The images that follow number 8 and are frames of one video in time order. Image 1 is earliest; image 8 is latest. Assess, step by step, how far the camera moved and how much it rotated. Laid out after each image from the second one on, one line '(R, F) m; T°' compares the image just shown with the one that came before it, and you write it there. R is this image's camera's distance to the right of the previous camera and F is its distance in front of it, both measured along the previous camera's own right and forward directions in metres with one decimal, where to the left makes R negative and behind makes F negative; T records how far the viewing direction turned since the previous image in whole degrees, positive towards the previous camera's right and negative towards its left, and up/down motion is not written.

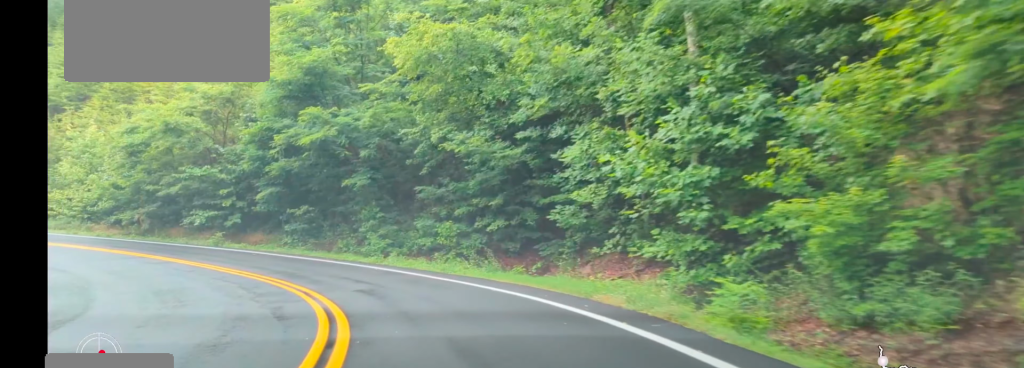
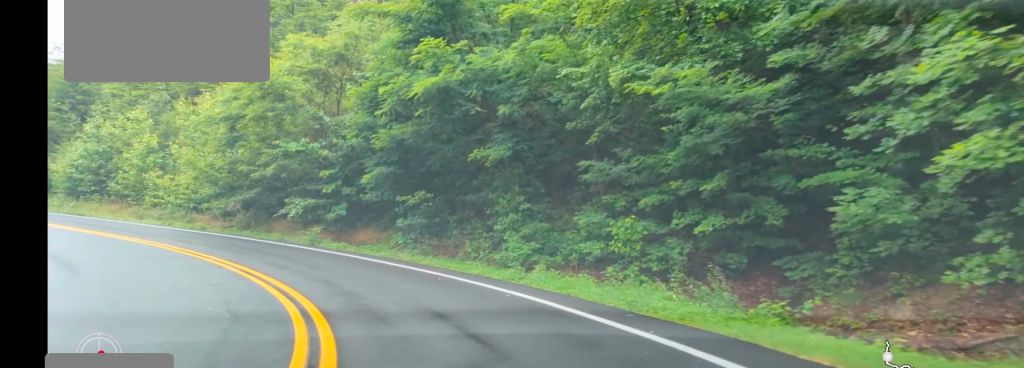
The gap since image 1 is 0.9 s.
(-0.8, +8.7) m; -15°
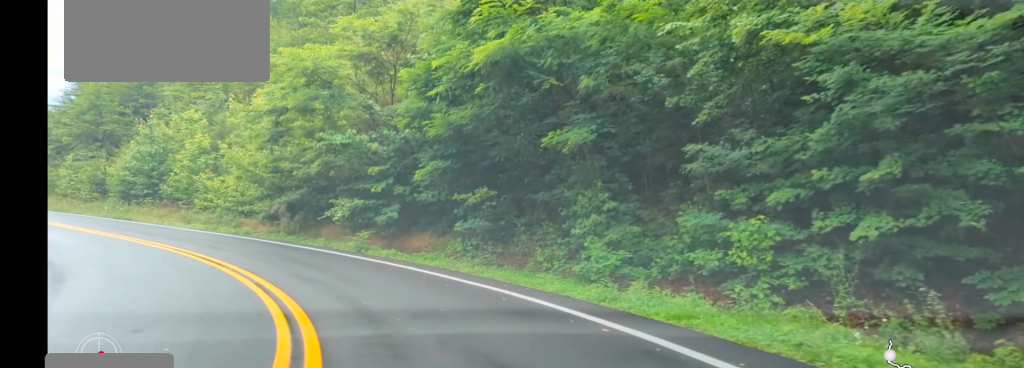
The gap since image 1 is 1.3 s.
(-0.4, +3.6) m; -9°
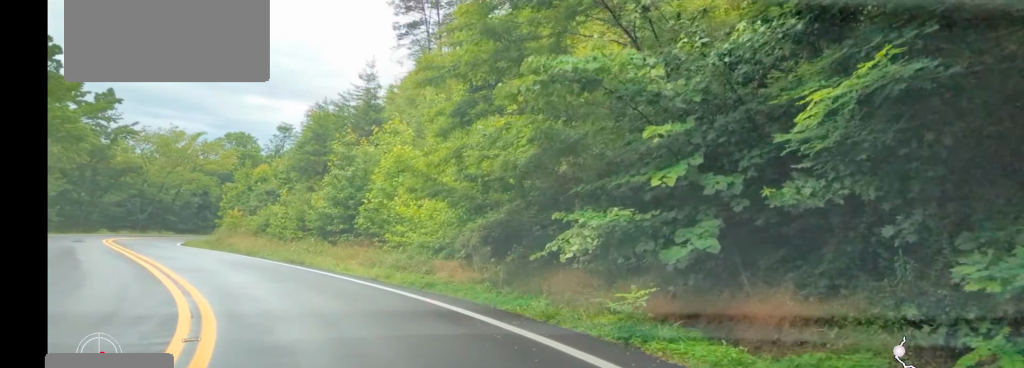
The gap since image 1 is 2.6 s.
(-2.3, +10.8) m; -22°
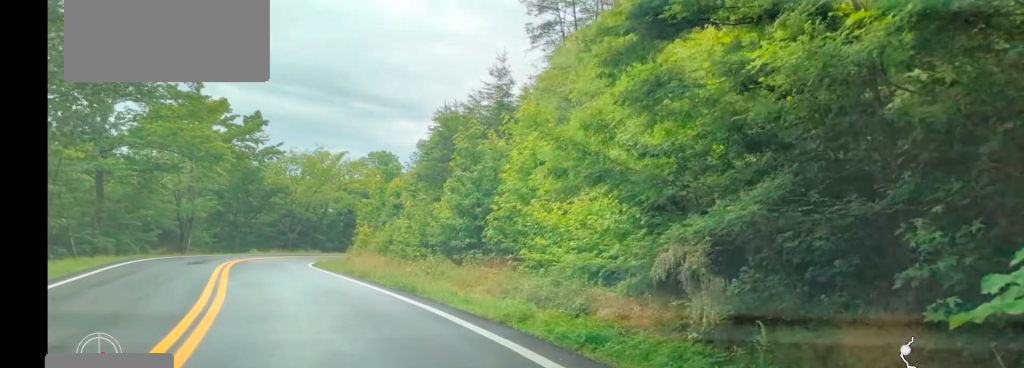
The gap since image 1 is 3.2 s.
(-0.5, +5.6) m; -10°
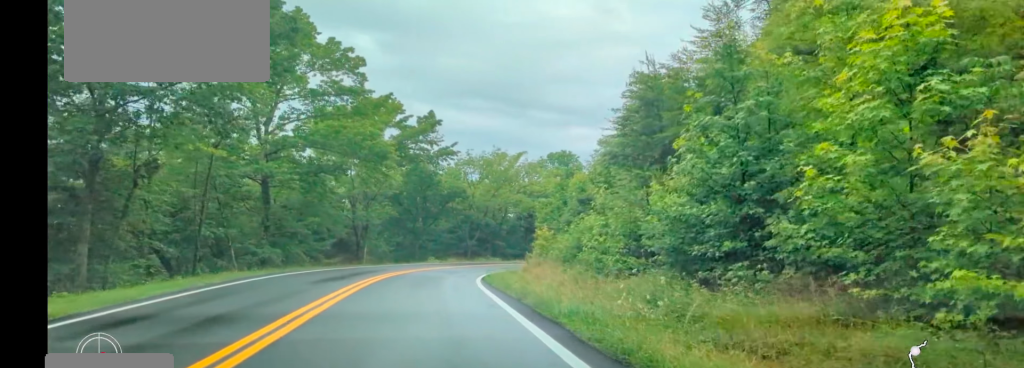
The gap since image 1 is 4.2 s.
(-1.2, +8.7) m; -12°
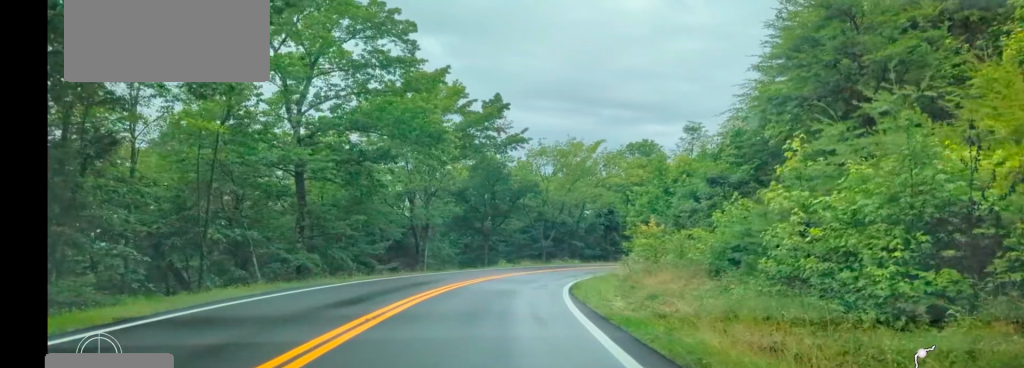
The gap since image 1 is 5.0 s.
(-0.7, +8.4) m; -5°
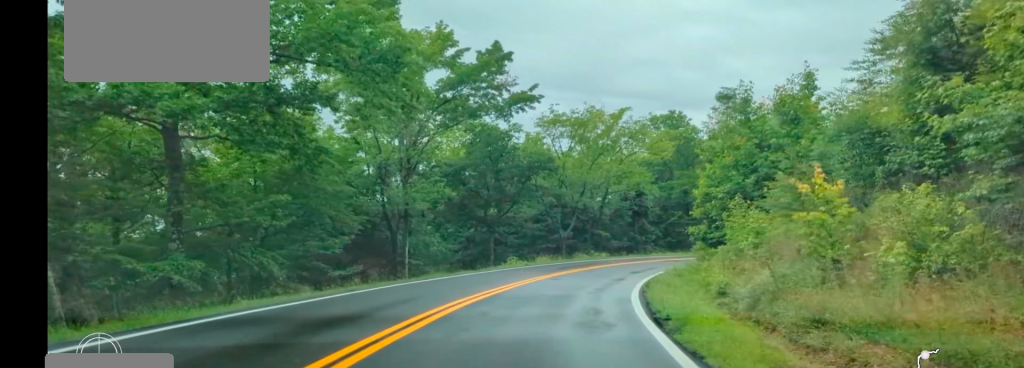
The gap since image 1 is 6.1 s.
(0.0, +12.7) m; +1°
